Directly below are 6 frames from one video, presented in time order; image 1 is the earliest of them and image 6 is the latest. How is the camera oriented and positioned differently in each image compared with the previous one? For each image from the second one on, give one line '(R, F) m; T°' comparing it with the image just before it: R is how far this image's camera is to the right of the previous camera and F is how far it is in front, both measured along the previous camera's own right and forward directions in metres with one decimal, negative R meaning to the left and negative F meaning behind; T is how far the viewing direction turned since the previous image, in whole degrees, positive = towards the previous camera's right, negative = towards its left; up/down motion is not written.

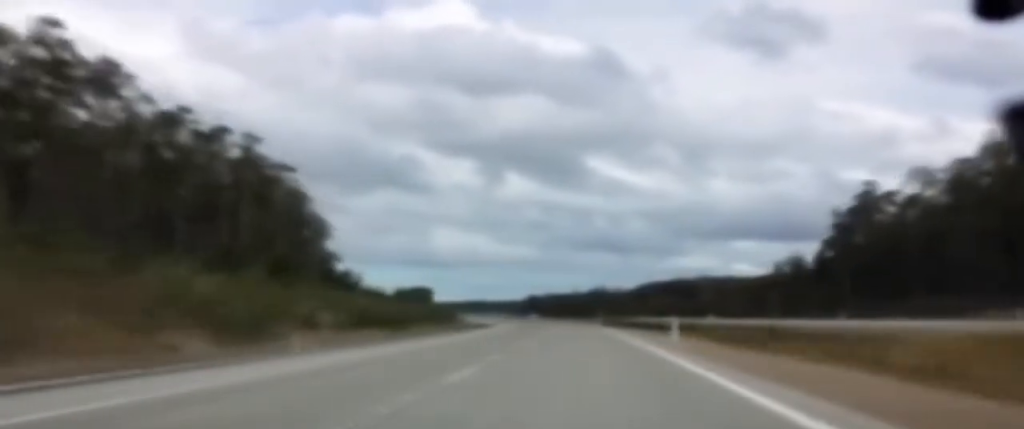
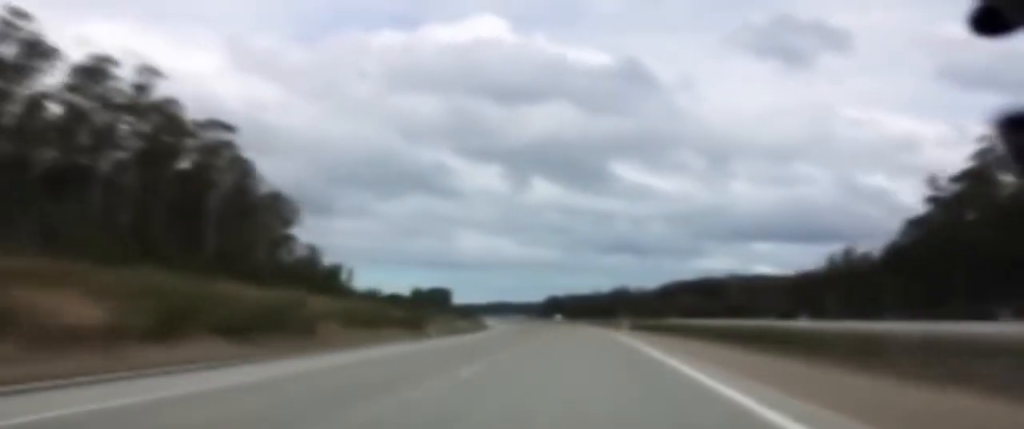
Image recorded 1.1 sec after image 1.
(-0.4, +32.5) m; -2°
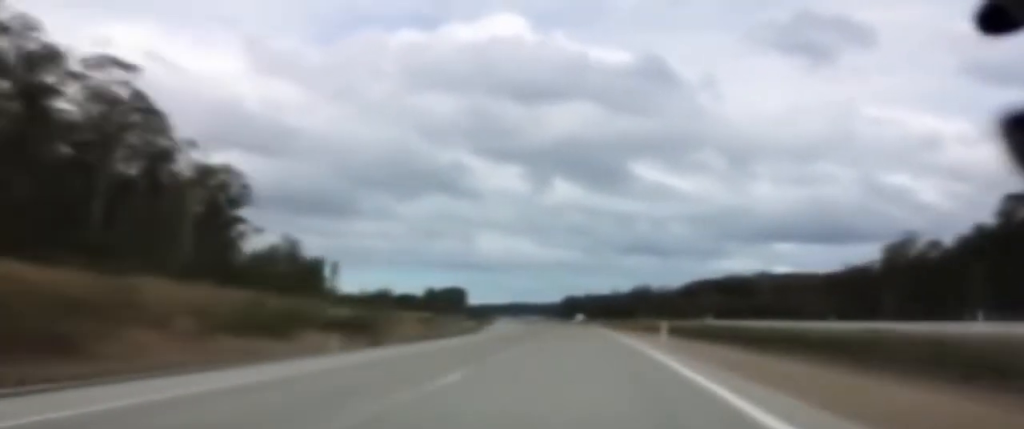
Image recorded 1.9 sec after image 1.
(-0.3, +24.3) m; -1°
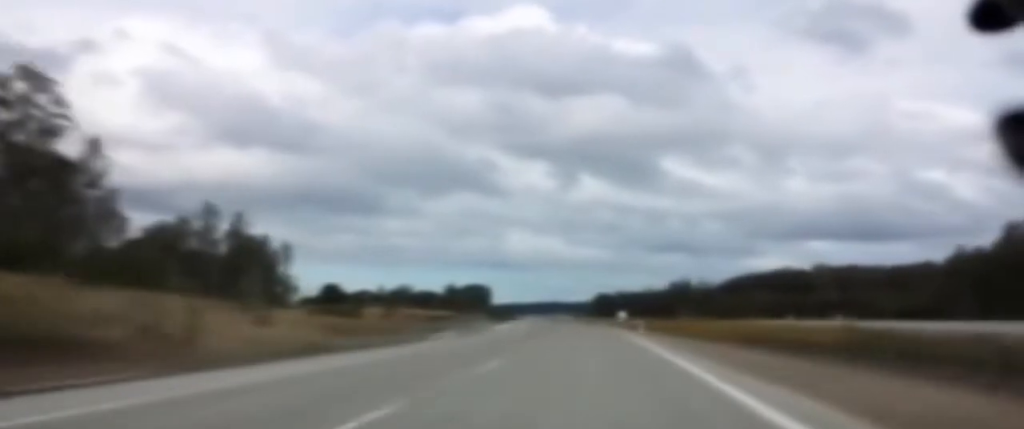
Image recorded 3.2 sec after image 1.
(-0.4, +40.5) m; -1°
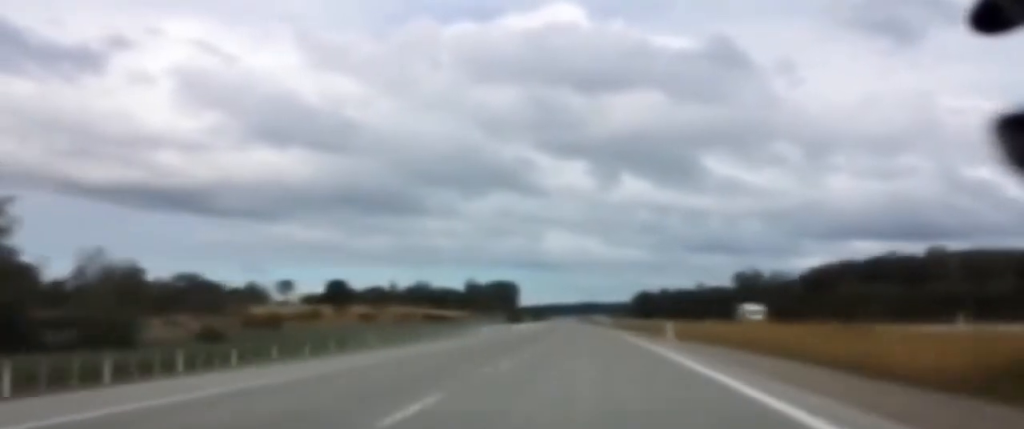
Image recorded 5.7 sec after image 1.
(-2.8, +76.8) m; -4°
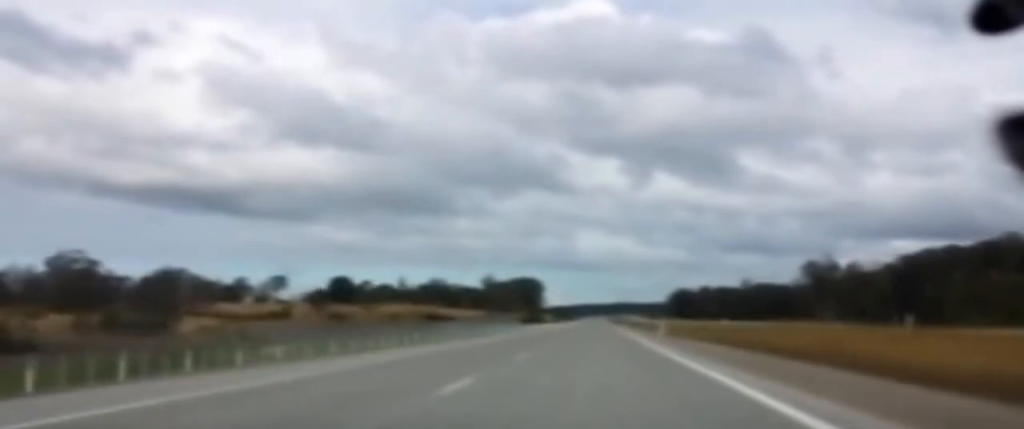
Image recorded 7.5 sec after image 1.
(-0.8, +52.3) m; -1°
